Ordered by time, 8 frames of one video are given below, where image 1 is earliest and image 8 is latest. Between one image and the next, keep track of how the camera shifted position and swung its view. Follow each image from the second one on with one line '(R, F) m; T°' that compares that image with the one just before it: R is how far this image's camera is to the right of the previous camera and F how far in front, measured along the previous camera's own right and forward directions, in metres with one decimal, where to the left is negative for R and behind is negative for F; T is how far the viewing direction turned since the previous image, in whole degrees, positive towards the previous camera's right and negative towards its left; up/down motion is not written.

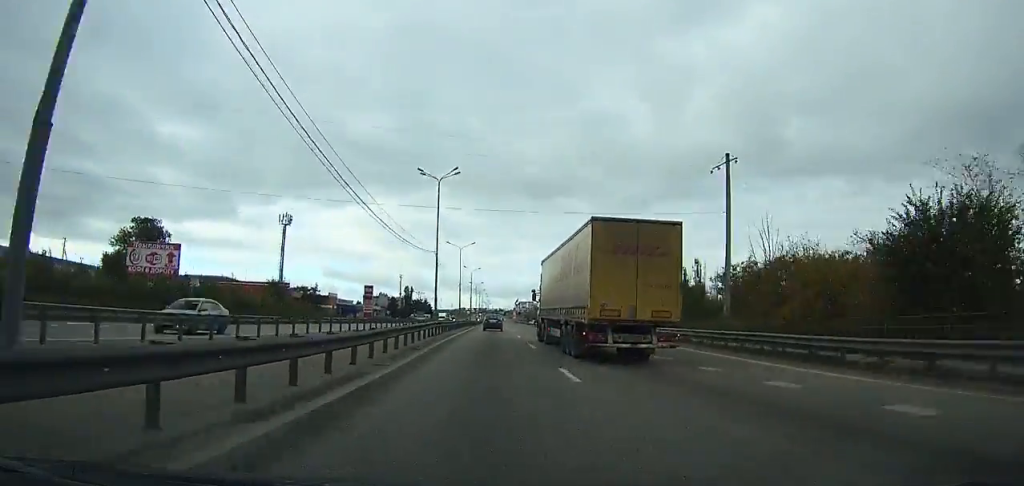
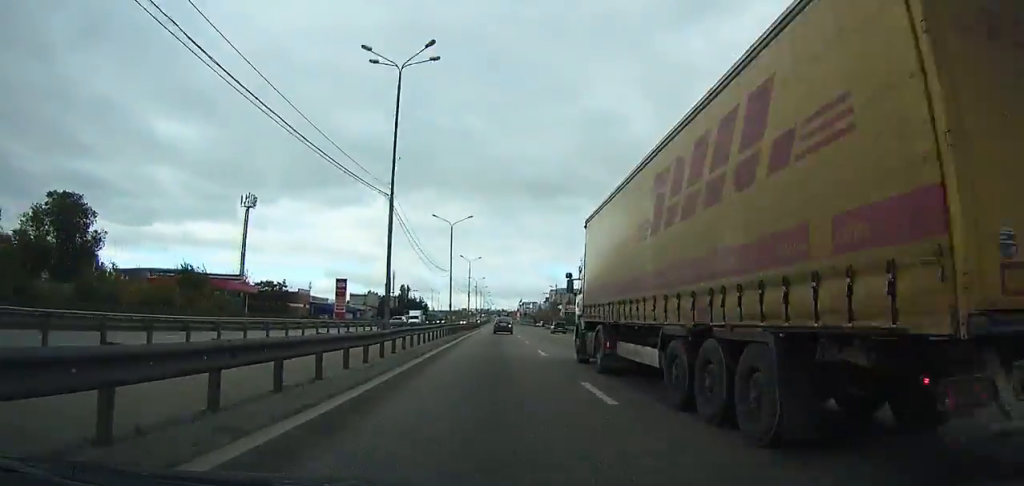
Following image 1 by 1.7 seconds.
(-0.1, +25.8) m; 0°
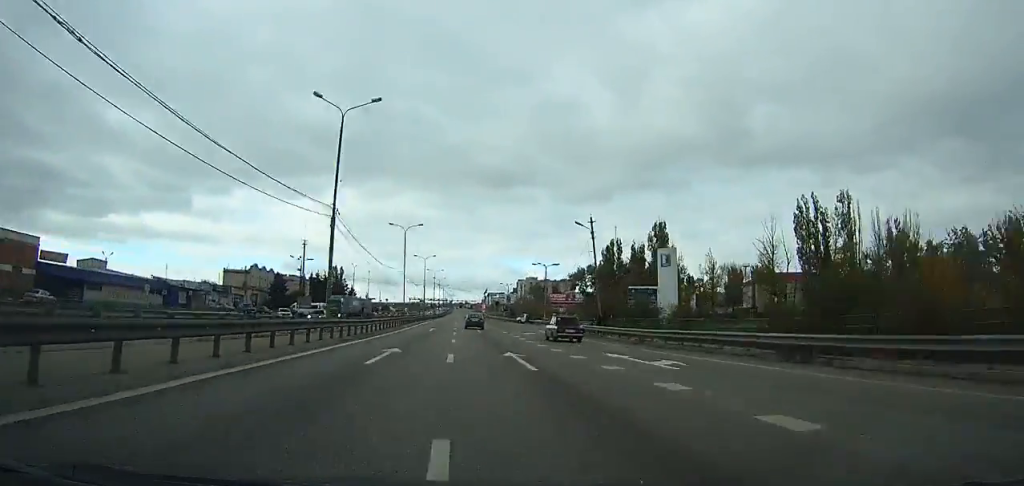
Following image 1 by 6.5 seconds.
(+0.4, +80.4) m; +1°
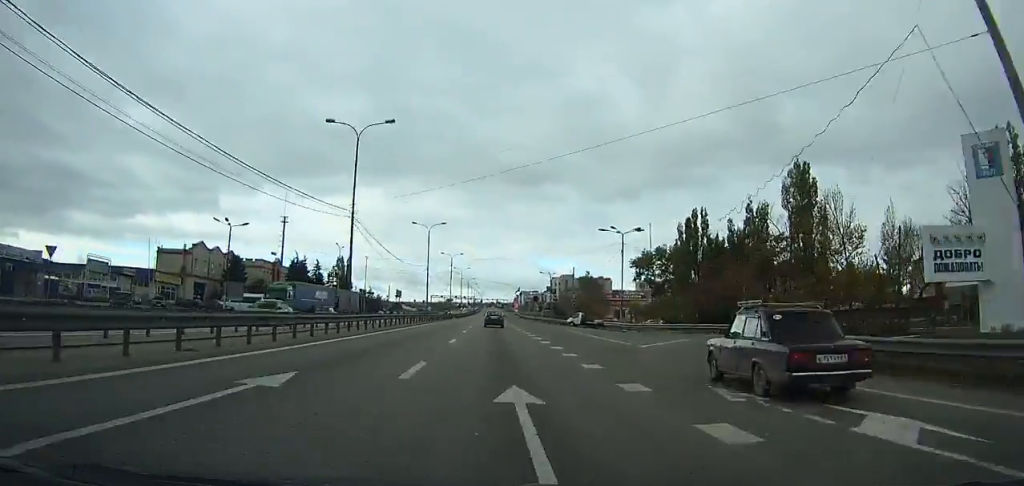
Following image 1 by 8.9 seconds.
(+0.1, +42.1) m; 0°
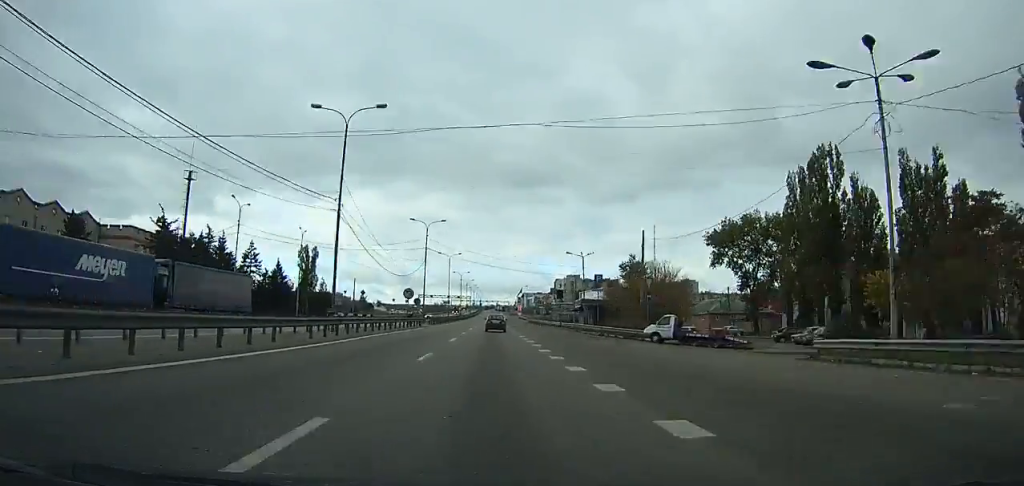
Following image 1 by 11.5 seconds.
(-0.3, +45.3) m; -1°
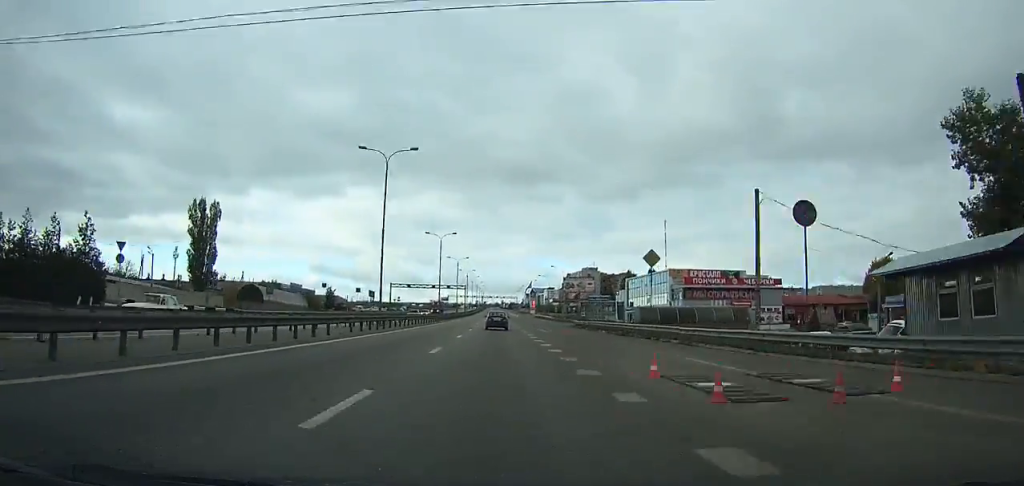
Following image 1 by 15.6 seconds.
(-0.8, +70.9) m; -1°
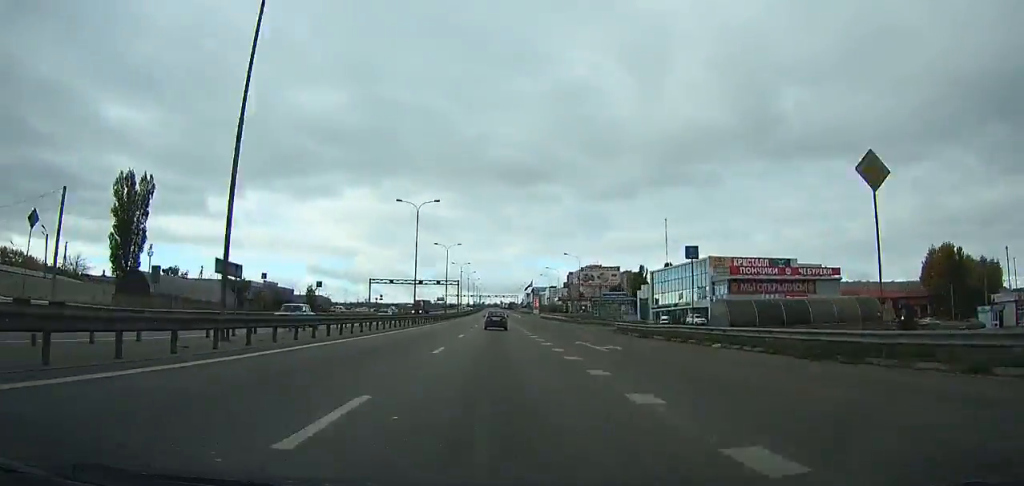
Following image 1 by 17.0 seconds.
(0.0, +24.4) m; 0°
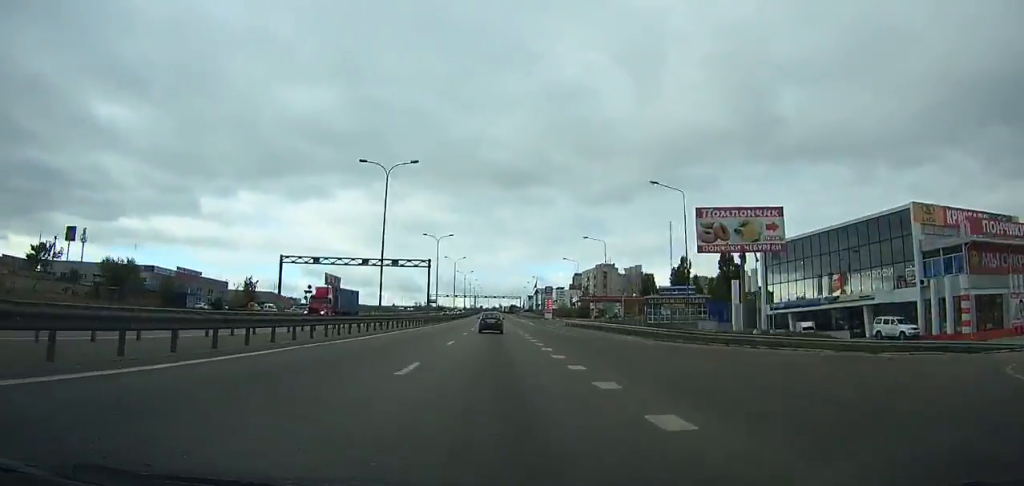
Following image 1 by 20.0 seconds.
(+0.1, +52.9) m; 0°
